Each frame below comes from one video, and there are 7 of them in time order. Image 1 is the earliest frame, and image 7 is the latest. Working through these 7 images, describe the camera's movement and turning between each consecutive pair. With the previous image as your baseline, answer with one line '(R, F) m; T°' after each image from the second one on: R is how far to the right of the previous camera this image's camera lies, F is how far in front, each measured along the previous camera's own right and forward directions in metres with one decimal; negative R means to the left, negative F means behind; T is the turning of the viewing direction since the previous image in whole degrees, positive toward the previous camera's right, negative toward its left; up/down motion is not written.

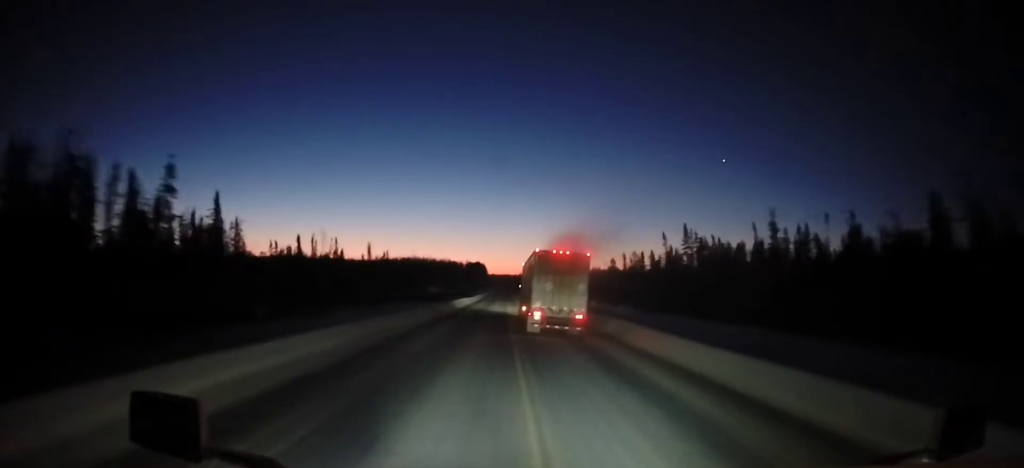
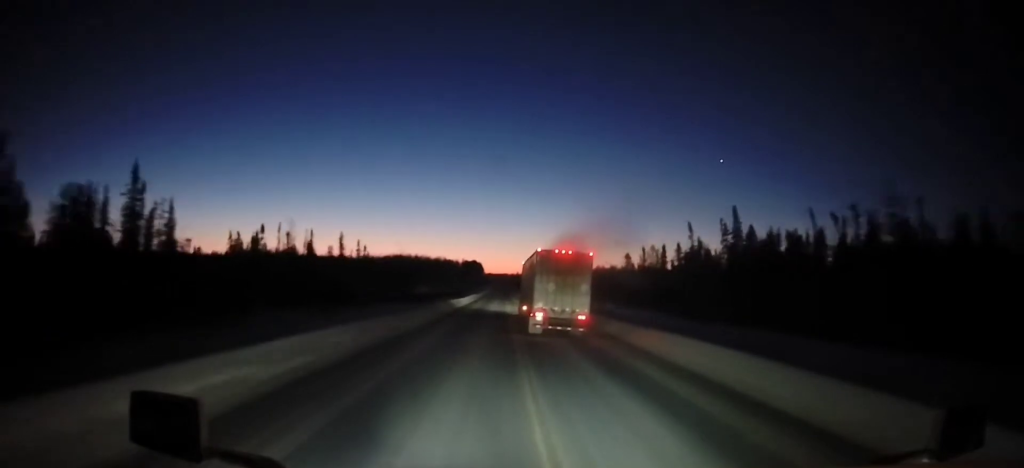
(+0.4, +18.3) m; +1°
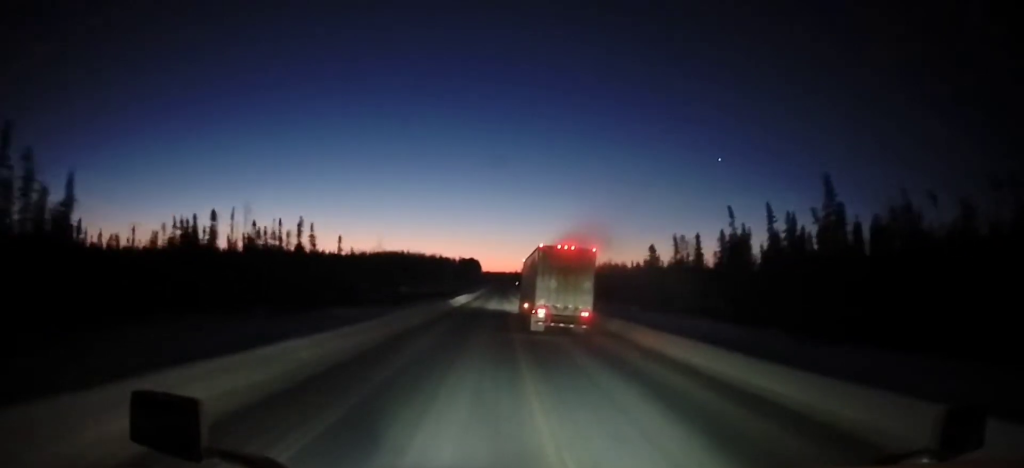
(-0.2, +19.3) m; 0°
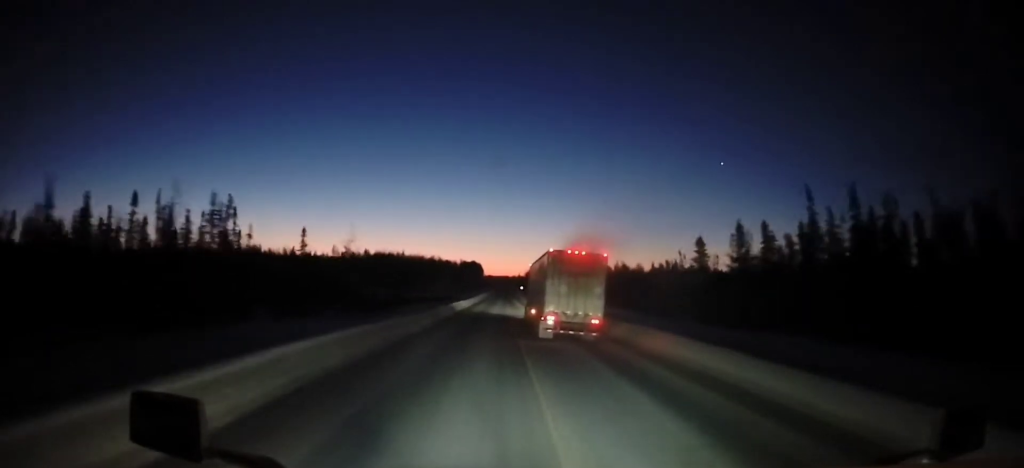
(0.0, +22.2) m; 0°
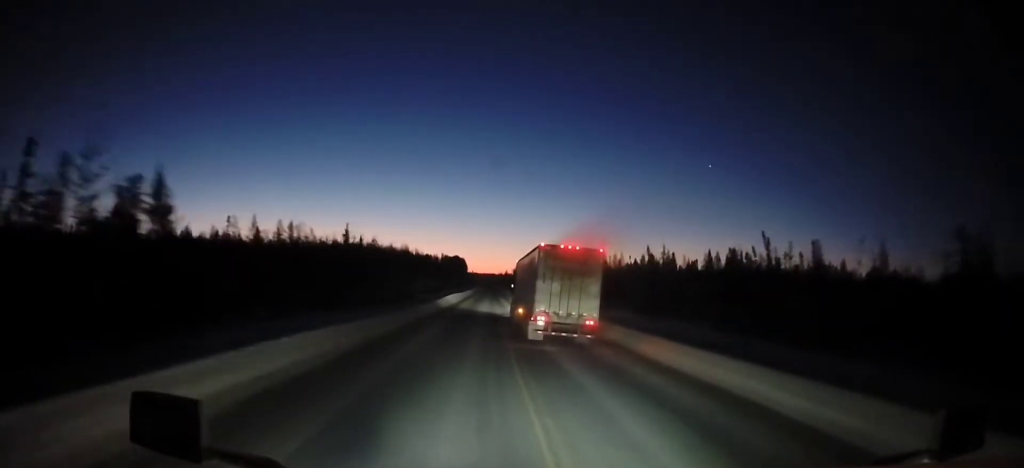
(+0.9, +55.7) m; +2°
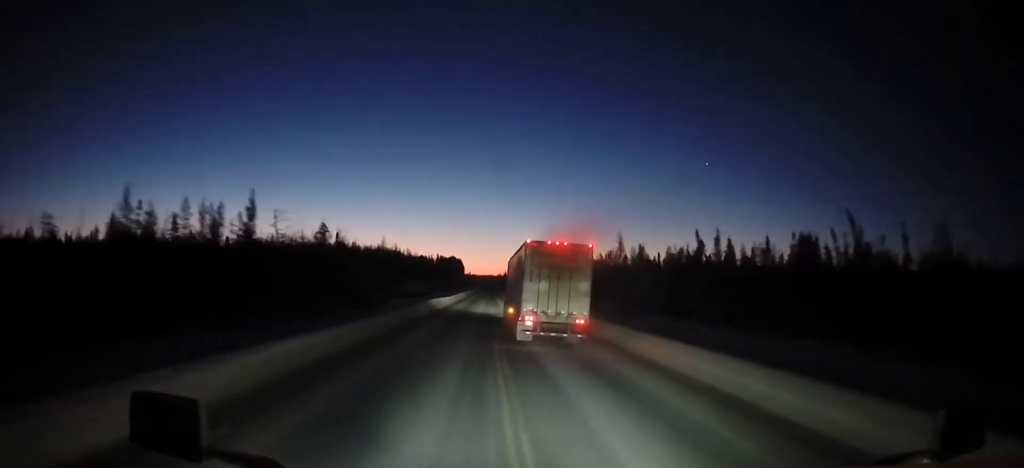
(+0.2, +27.0) m; +1°
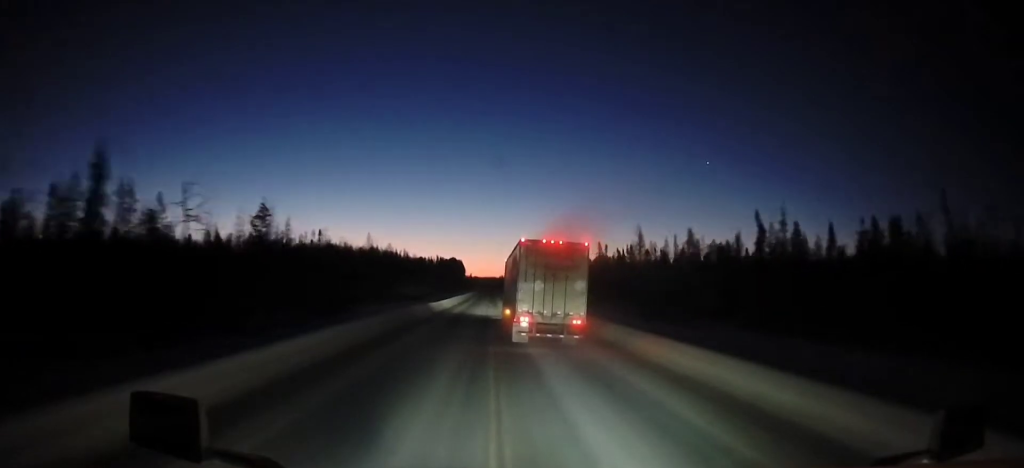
(0.0, +18.6) m; 0°
